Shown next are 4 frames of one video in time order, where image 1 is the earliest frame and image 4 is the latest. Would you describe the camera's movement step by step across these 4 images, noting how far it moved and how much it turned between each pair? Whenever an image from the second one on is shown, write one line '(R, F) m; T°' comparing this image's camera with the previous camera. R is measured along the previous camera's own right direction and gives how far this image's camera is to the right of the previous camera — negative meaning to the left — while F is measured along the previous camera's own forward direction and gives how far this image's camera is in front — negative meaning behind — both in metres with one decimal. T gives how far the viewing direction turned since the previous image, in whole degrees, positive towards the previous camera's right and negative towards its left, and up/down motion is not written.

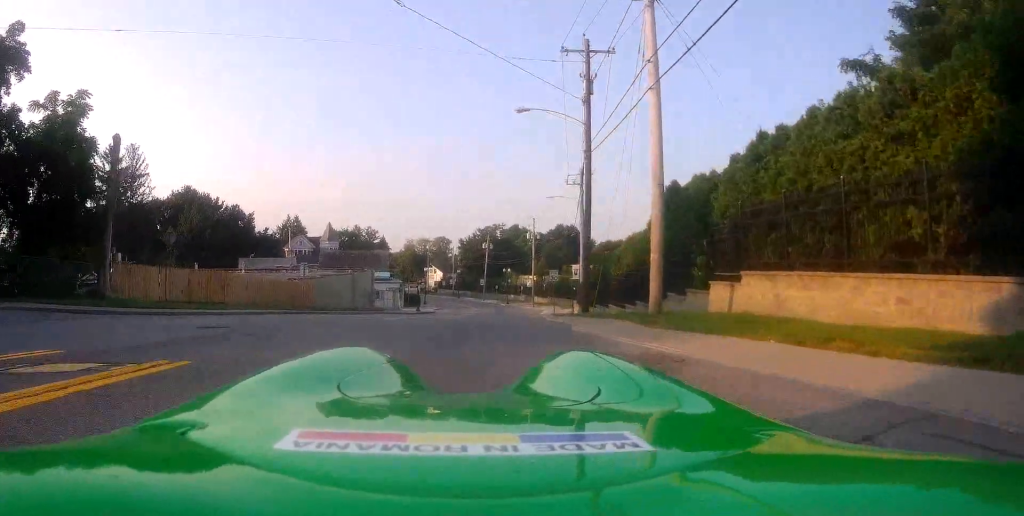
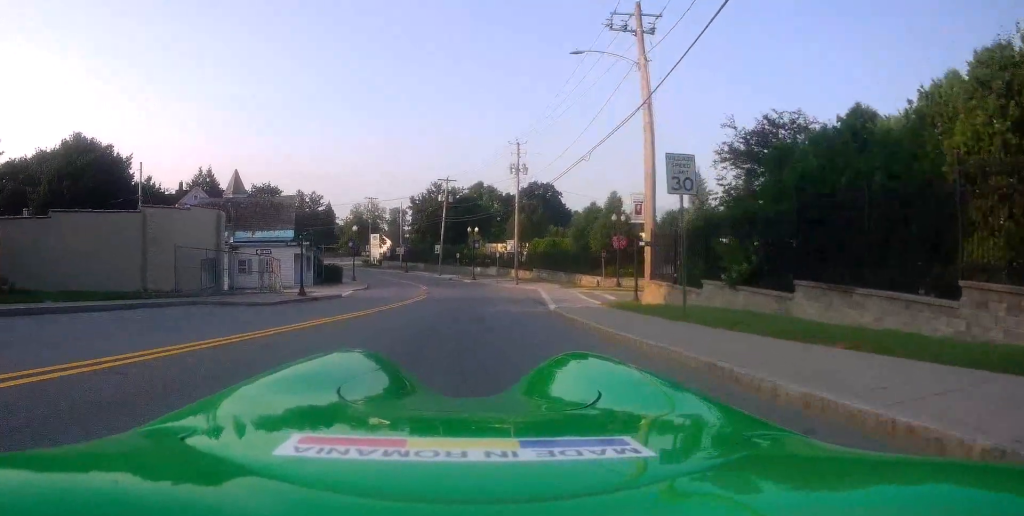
(+1.5, +29.0) m; +4°
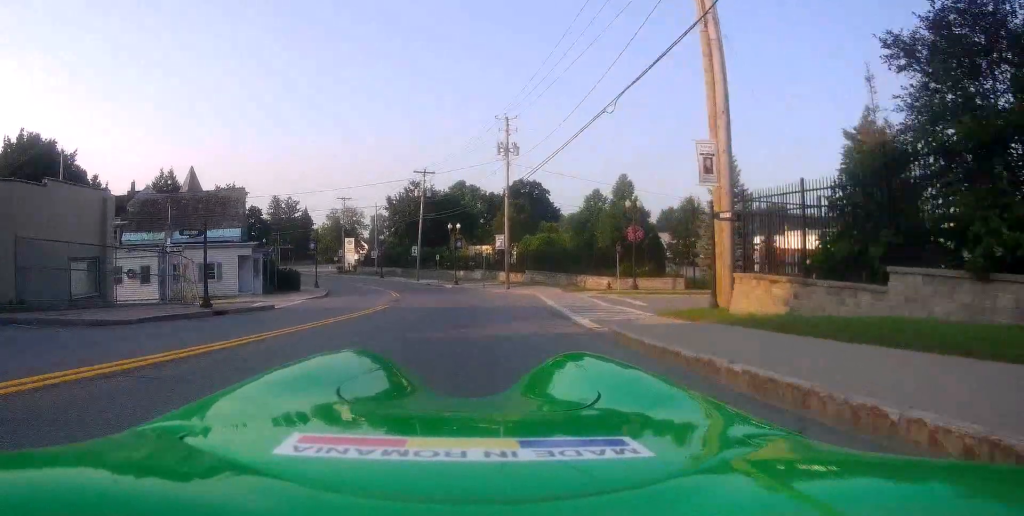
(+0.2, +8.7) m; +1°
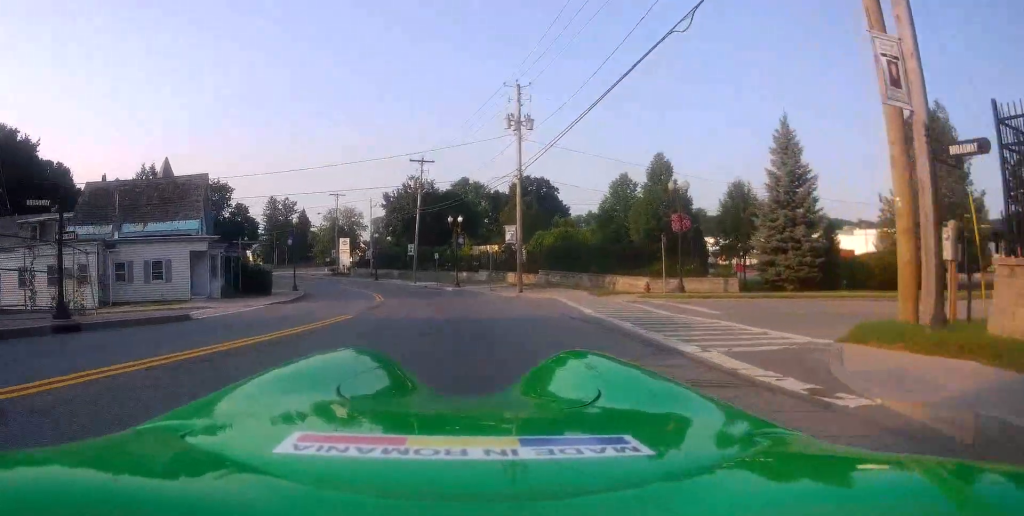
(+0.1, +7.6) m; 0°
